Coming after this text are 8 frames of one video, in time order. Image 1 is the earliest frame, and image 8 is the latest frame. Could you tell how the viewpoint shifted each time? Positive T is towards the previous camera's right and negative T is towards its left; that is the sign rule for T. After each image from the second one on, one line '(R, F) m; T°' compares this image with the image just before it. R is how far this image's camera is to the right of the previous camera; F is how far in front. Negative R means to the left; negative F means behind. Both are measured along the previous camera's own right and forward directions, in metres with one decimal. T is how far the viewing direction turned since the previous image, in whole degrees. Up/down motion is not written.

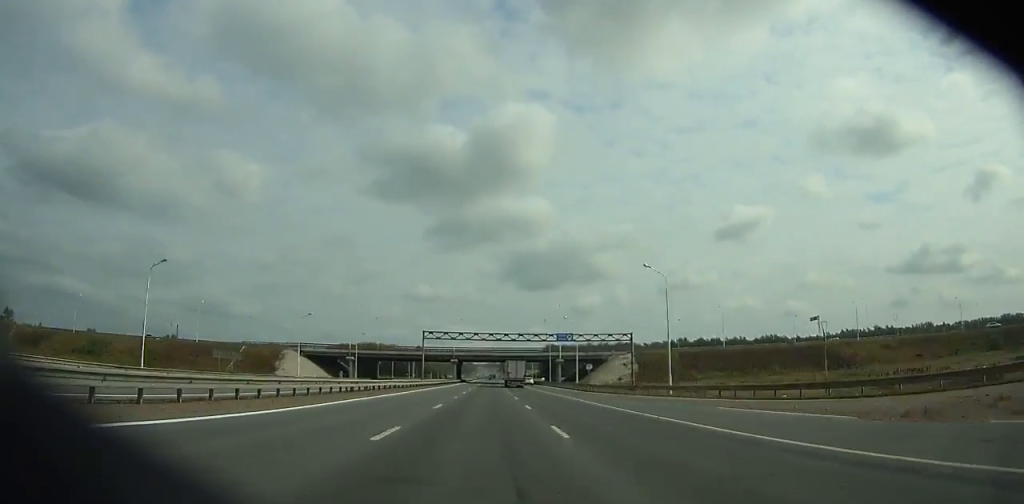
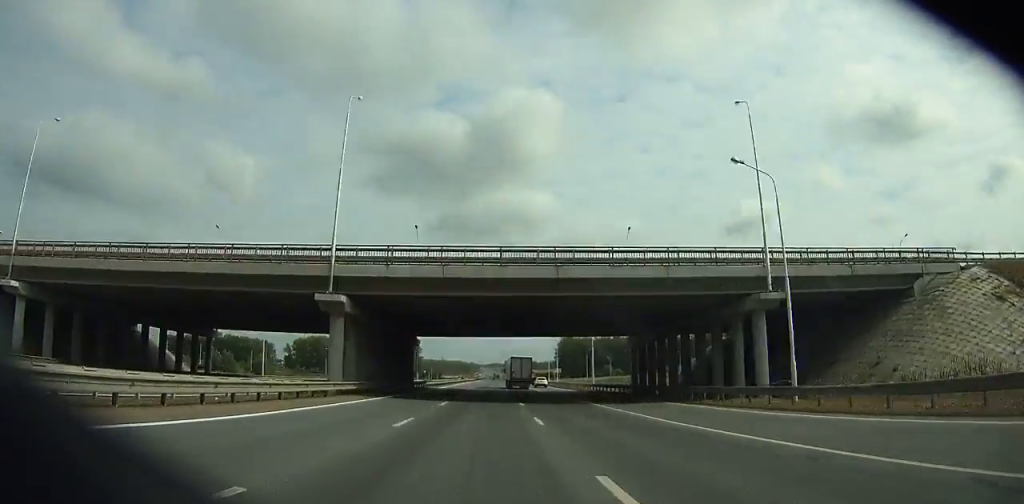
(-0.2, +103.6) m; 0°
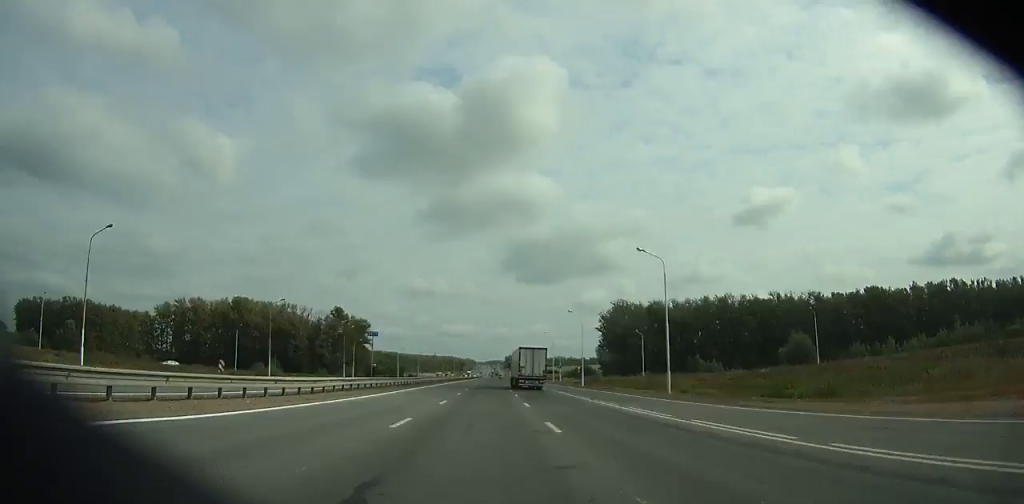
(-1.6, +190.5) m; 0°
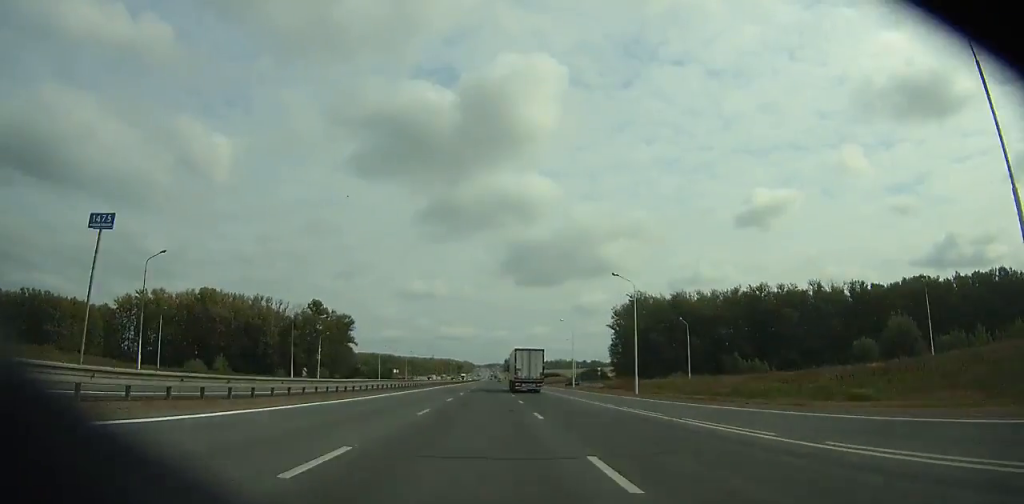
(0.0, +29.9) m; 0°
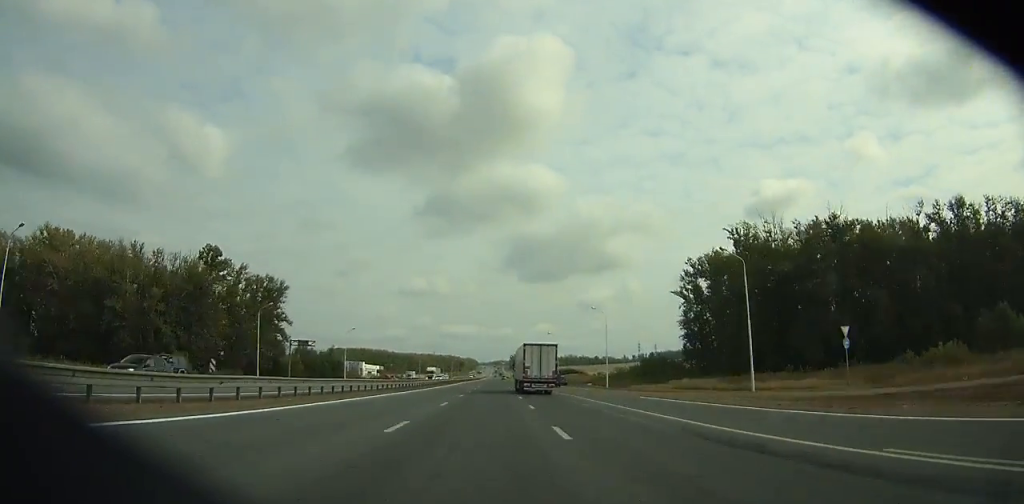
(+0.2, +89.5) m; 0°
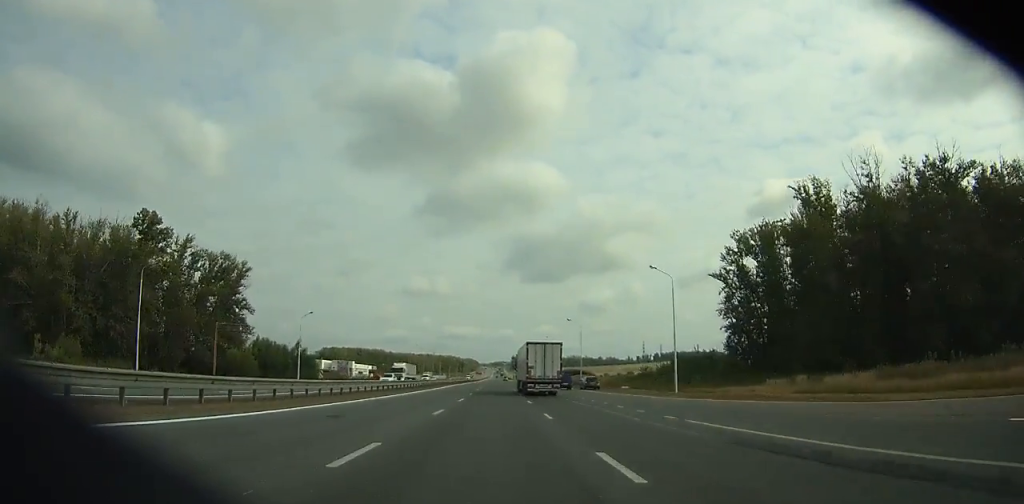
(0.0, +29.8) m; 0°
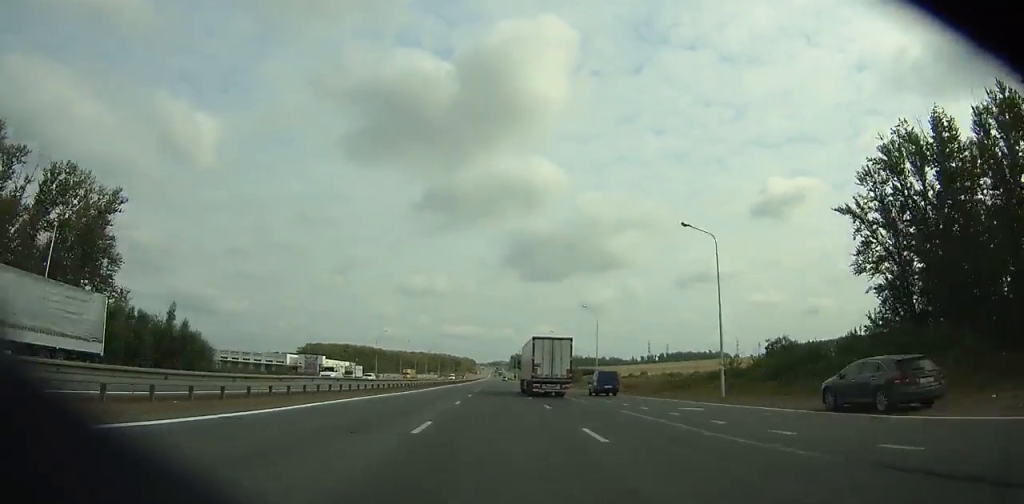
(0.0, +54.8) m; 0°
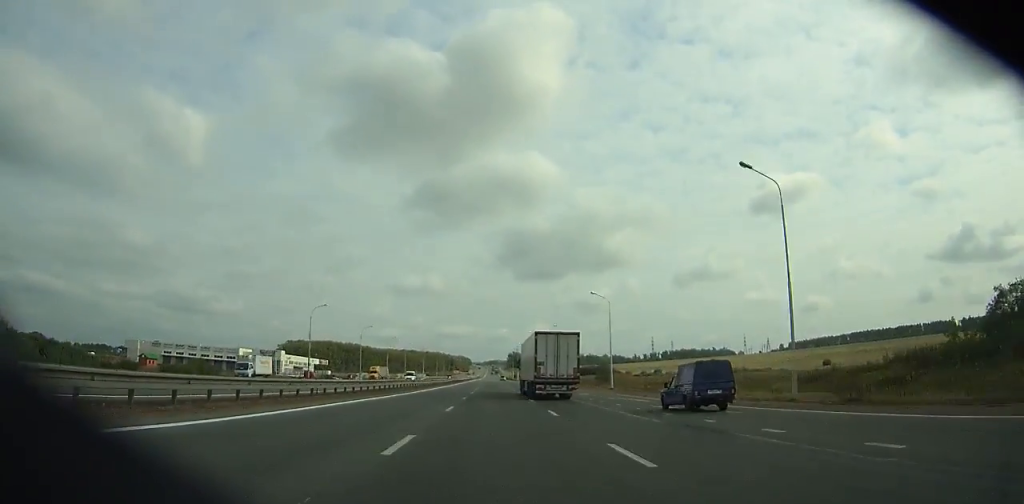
(-0.1, +50.0) m; 0°
